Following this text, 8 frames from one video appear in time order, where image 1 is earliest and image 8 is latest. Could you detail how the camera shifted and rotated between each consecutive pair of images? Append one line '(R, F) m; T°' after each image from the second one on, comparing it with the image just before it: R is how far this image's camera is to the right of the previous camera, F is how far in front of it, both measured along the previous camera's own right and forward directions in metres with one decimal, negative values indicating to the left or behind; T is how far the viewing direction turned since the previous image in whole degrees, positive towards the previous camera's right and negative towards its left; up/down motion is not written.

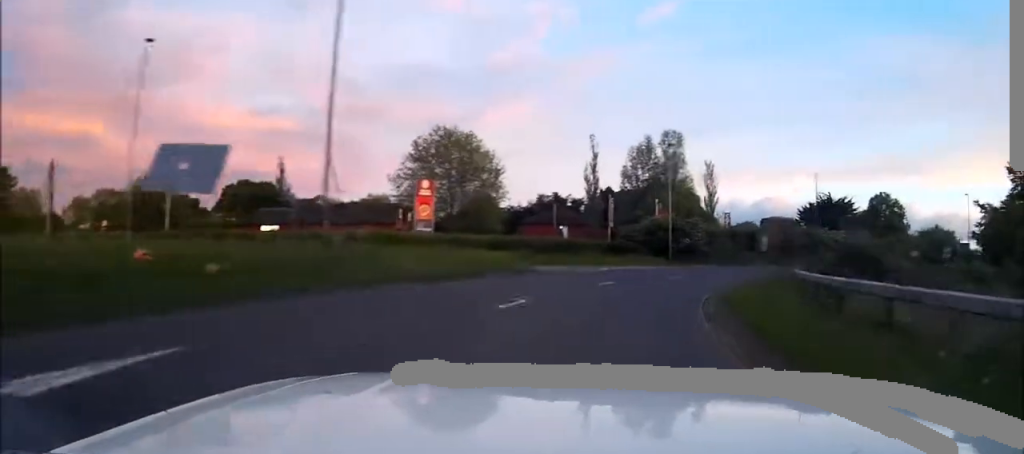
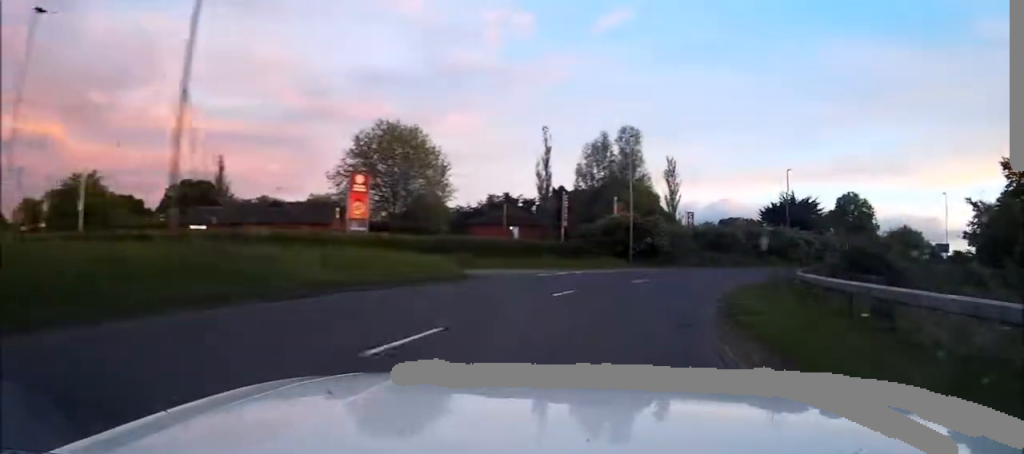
(+0.2, +5.0) m; +4°
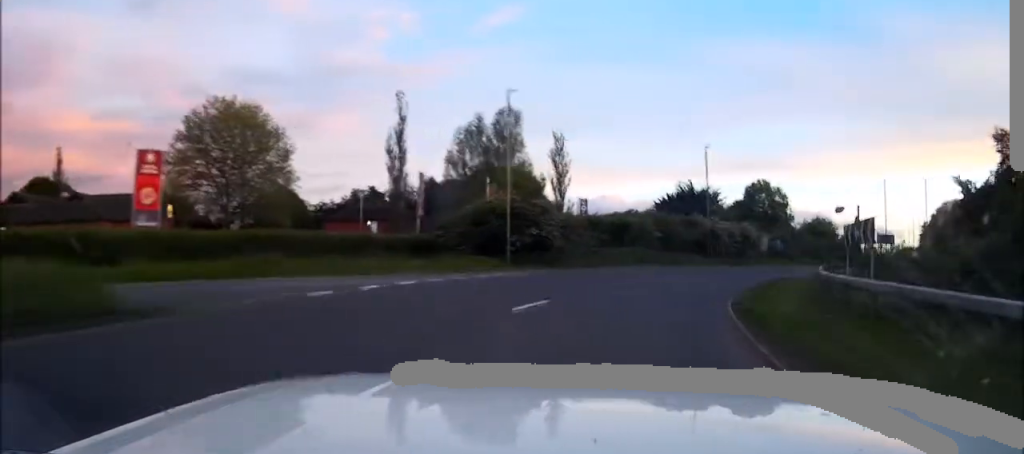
(+1.1, +12.5) m; +11°
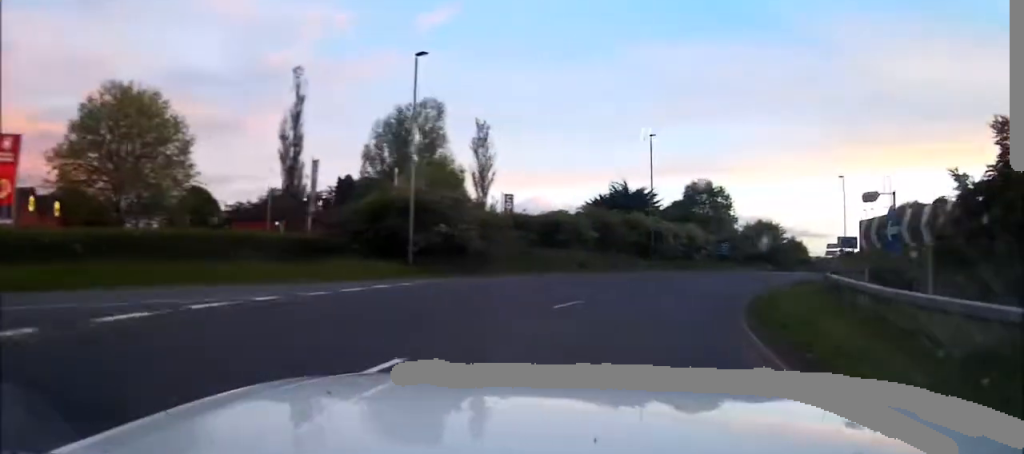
(+0.1, +6.7) m; +6°
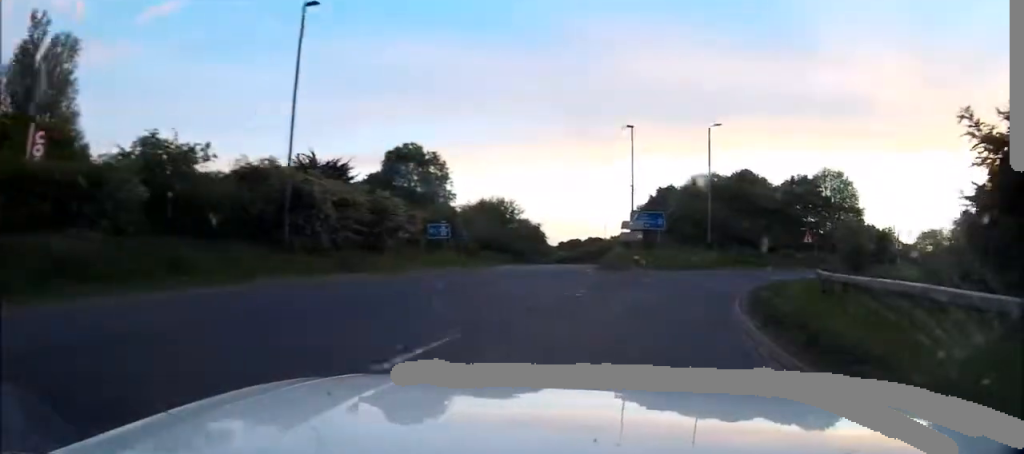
(+6.3, +23.3) m; +30°
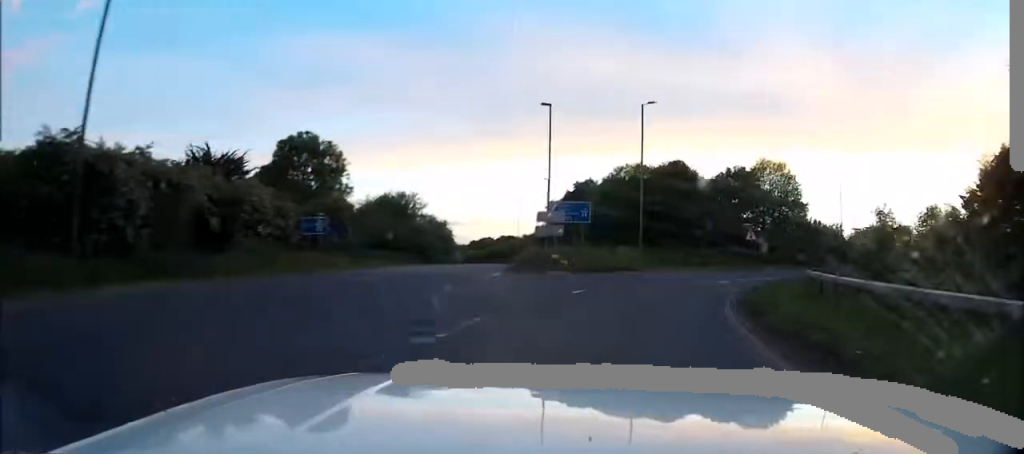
(+0.6, +7.1) m; +8°
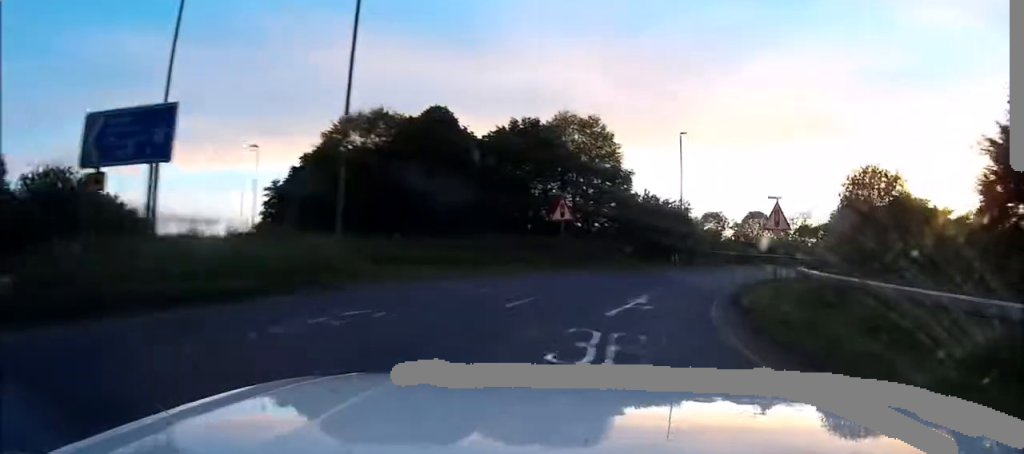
(+3.8, +21.3) m; +23°
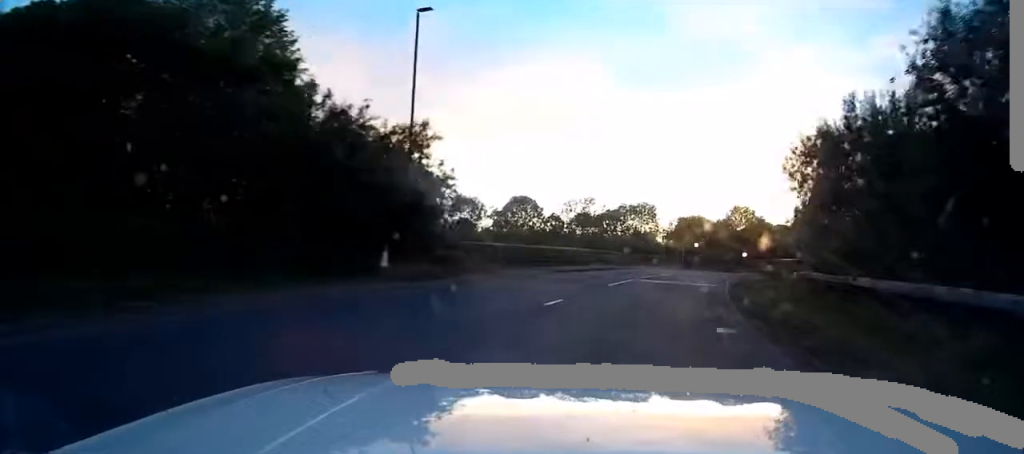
(+5.3, +24.7) m; +19°
